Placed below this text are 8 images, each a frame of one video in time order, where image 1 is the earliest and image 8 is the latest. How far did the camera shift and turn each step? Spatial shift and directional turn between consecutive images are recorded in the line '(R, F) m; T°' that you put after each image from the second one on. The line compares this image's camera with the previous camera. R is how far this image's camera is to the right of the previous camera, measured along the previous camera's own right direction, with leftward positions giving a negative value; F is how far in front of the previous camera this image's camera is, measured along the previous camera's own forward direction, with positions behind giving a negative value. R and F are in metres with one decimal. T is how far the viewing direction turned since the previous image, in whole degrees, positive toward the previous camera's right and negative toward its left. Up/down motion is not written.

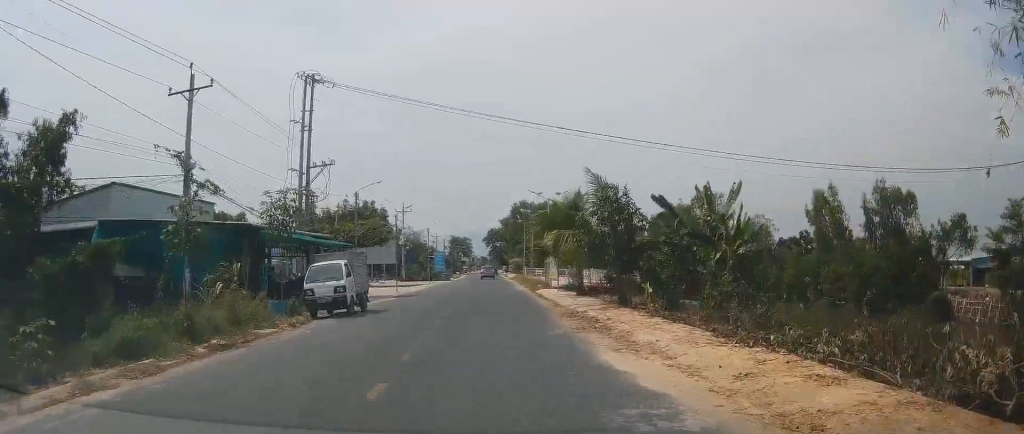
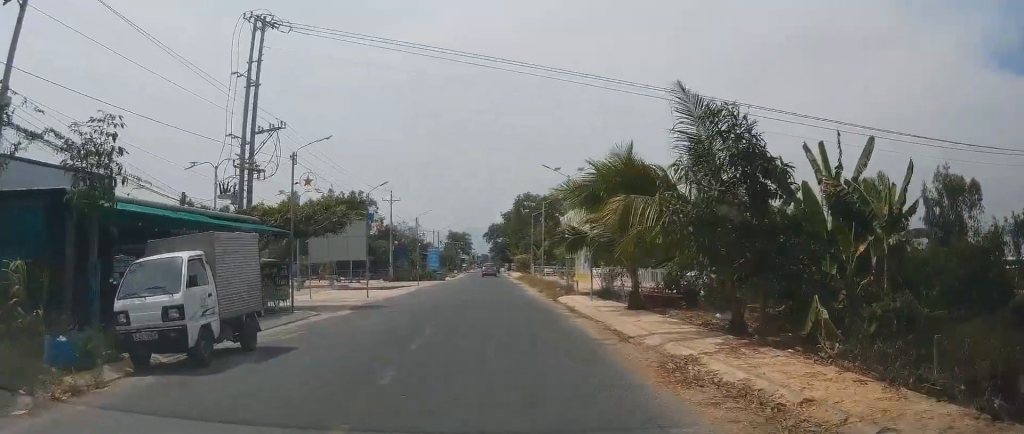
(-0.2, +11.3) m; 0°
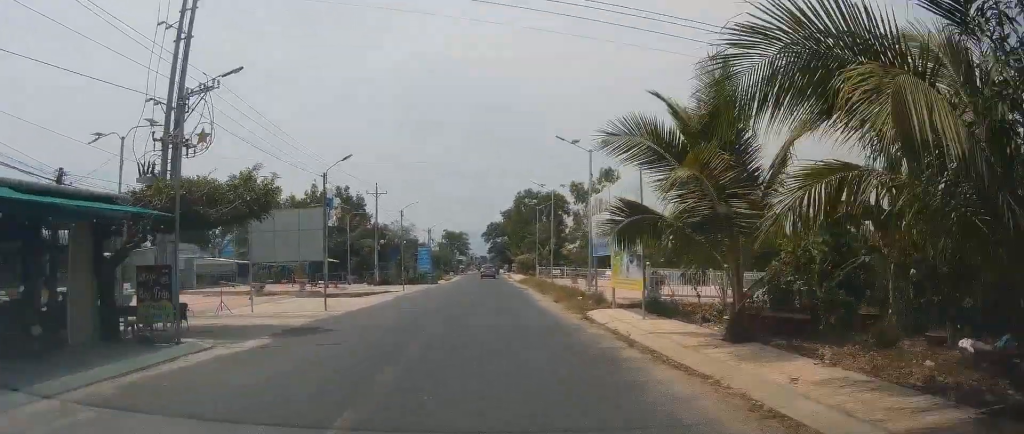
(+0.3, +8.5) m; 0°
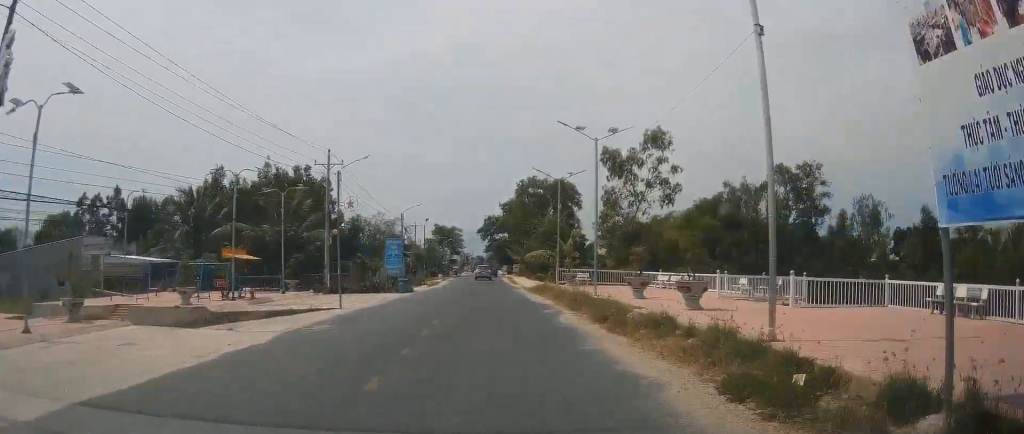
(-0.3, +18.3) m; -1°
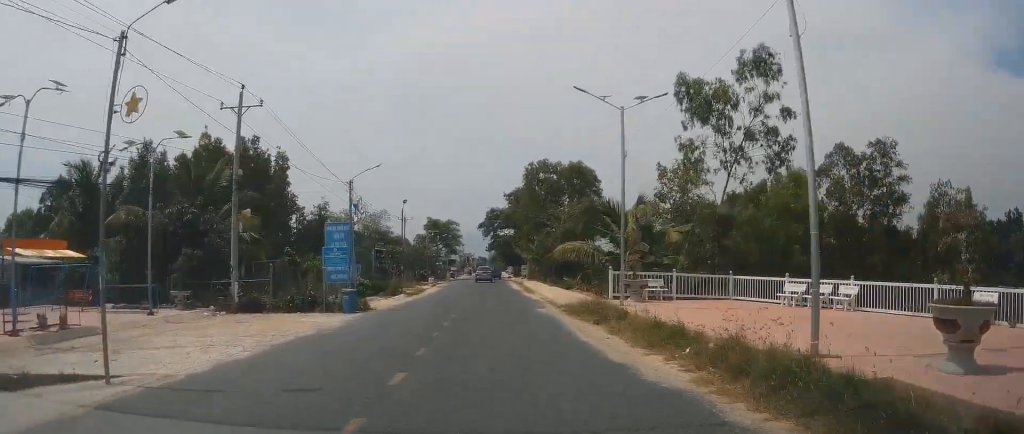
(+0.2, +17.2) m; +2°
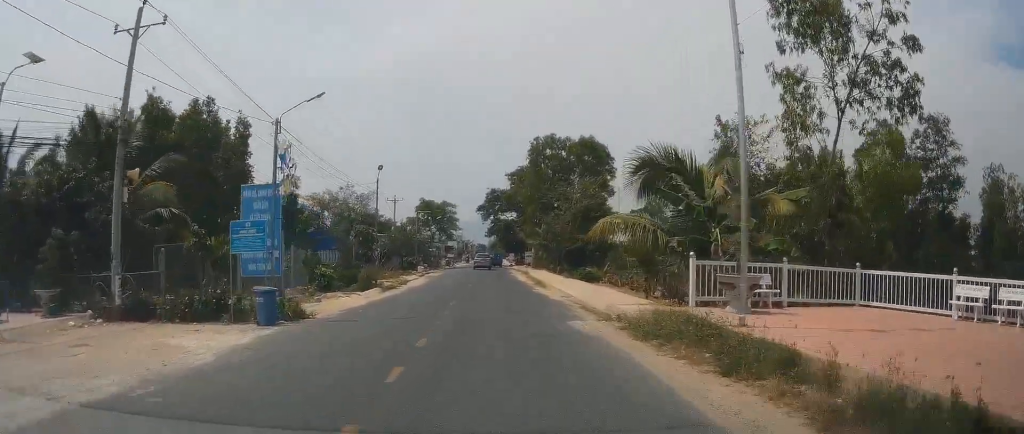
(+0.2, +9.9) m; -1°
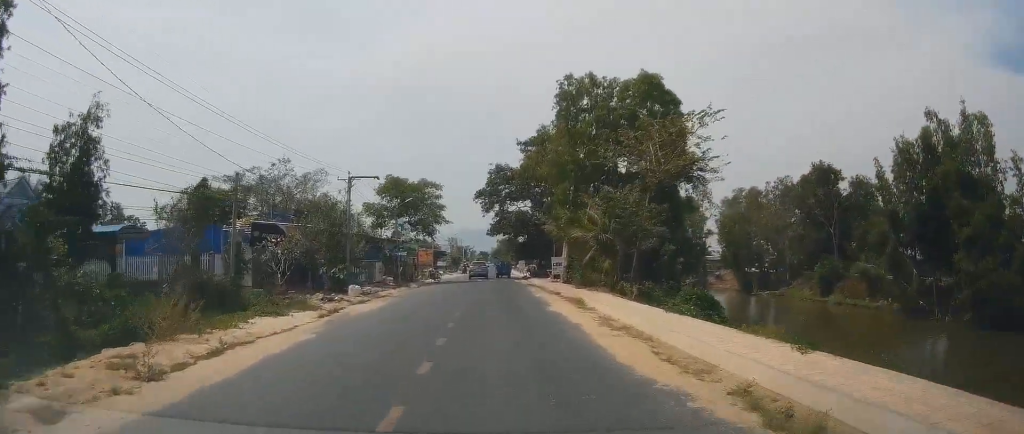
(-0.2, +28.2) m; 0°
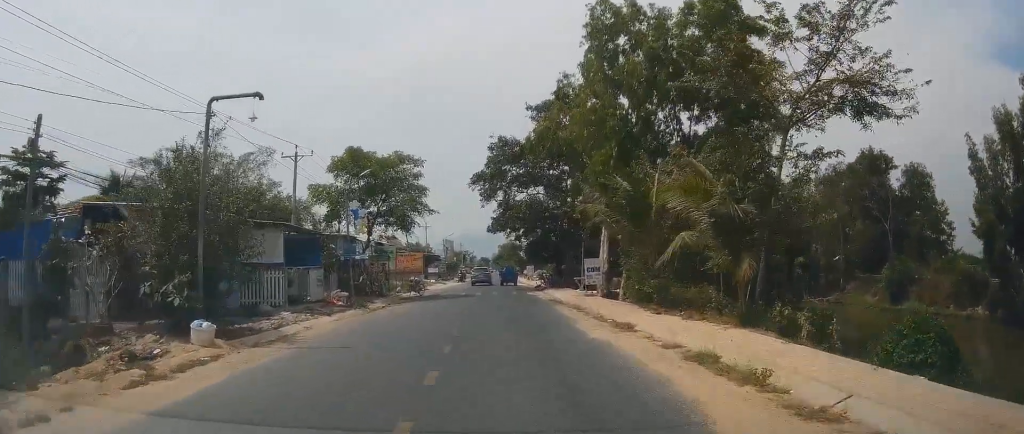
(-0.1, +15.6) m; -1°
